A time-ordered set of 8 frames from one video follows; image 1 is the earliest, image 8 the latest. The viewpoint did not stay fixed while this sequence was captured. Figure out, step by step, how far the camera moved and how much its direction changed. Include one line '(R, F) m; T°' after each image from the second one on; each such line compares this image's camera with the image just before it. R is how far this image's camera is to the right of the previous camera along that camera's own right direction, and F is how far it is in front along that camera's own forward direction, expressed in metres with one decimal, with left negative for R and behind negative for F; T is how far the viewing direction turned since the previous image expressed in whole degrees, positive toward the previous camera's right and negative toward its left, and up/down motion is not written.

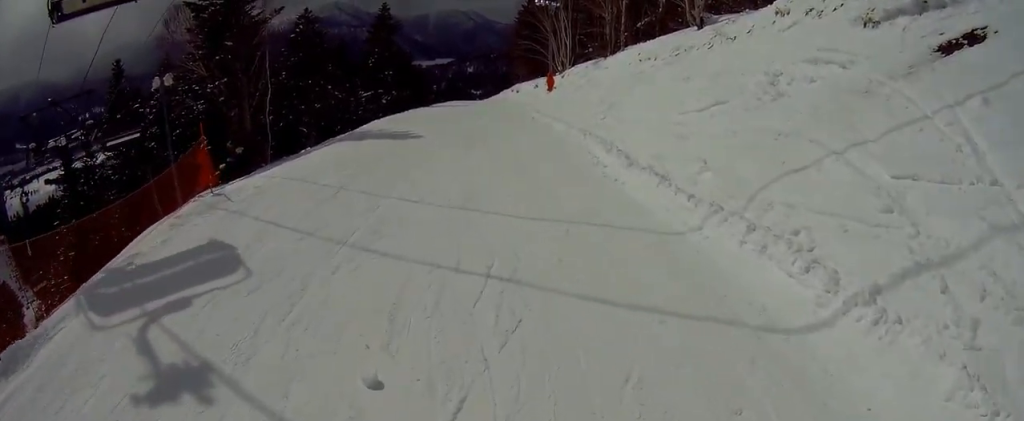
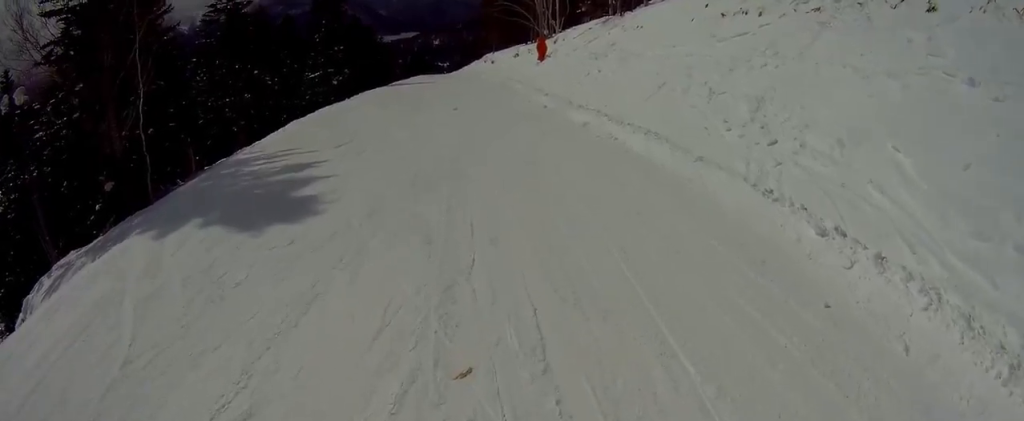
(+0.7, +11.7) m; +4°
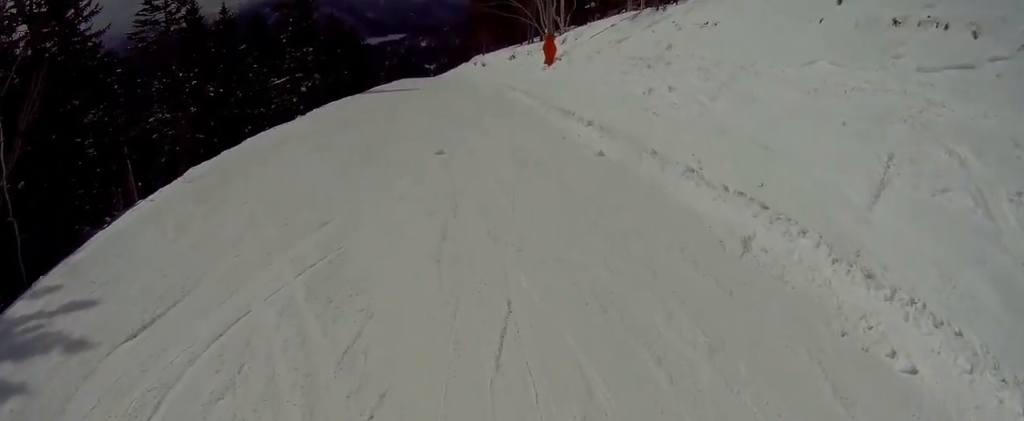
(-0.5, +9.0) m; -2°
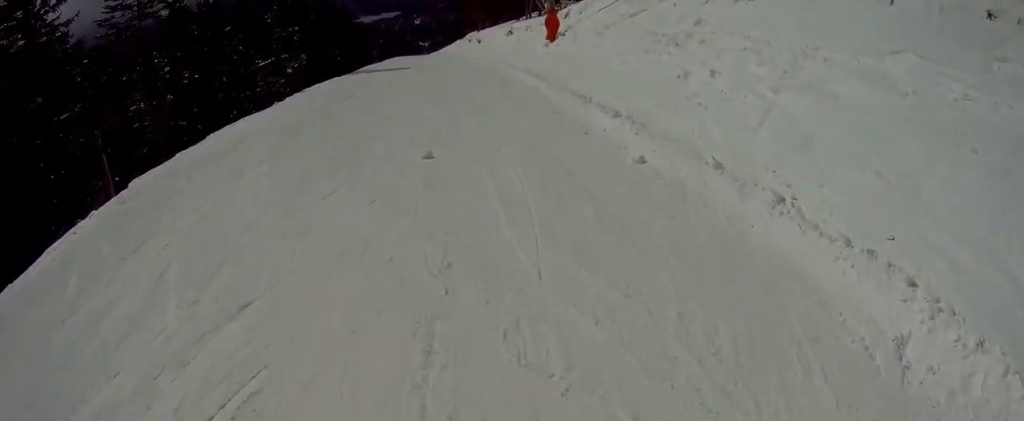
(+0.1, +2.7) m; +3°
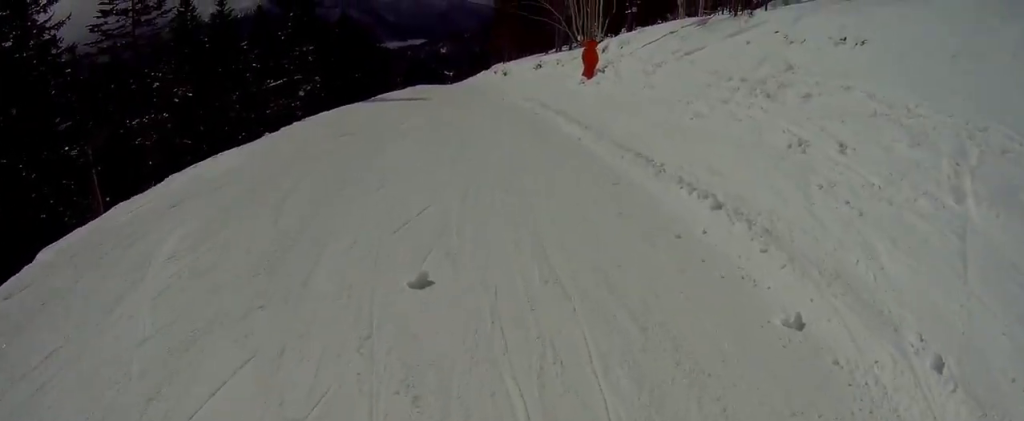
(0.0, +3.9) m; +5°
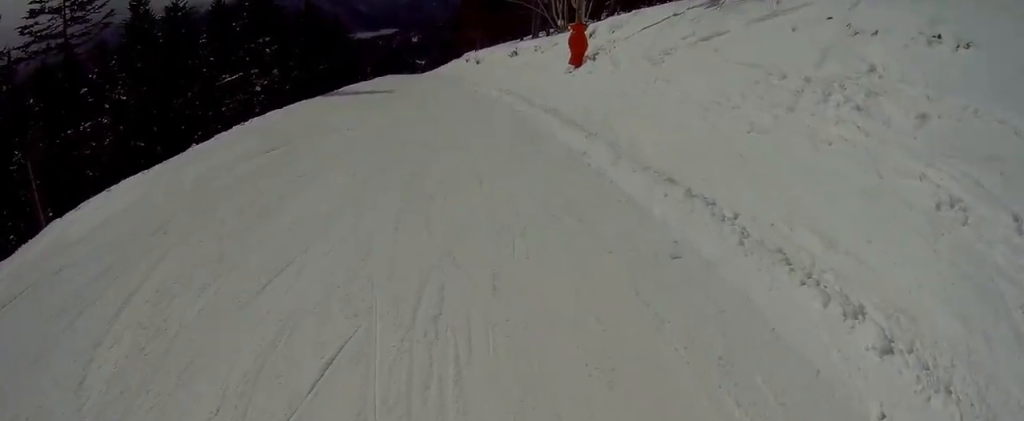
(+0.3, +3.8) m; +1°
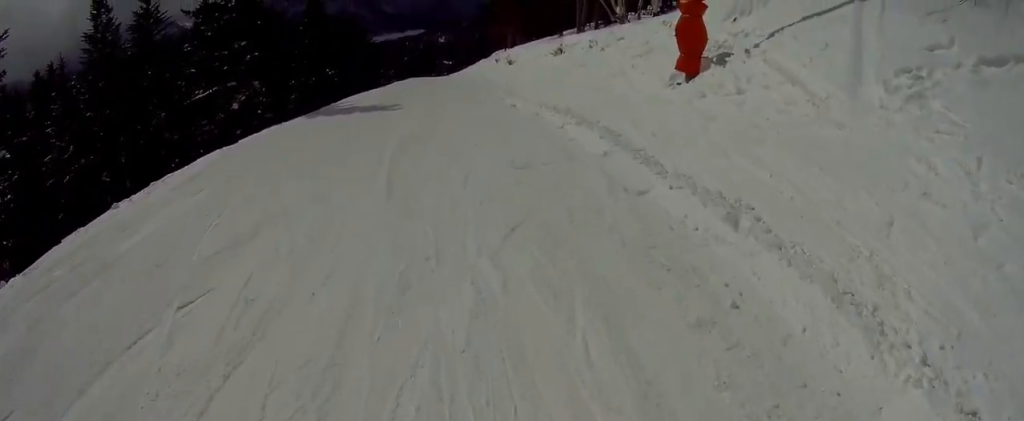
(-0.1, +9.4) m; -7°
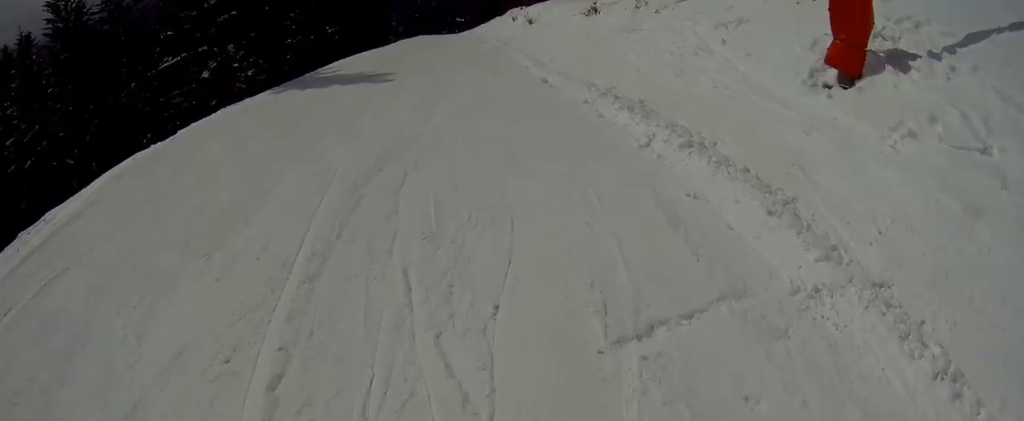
(-0.3, +5.4) m; -2°
